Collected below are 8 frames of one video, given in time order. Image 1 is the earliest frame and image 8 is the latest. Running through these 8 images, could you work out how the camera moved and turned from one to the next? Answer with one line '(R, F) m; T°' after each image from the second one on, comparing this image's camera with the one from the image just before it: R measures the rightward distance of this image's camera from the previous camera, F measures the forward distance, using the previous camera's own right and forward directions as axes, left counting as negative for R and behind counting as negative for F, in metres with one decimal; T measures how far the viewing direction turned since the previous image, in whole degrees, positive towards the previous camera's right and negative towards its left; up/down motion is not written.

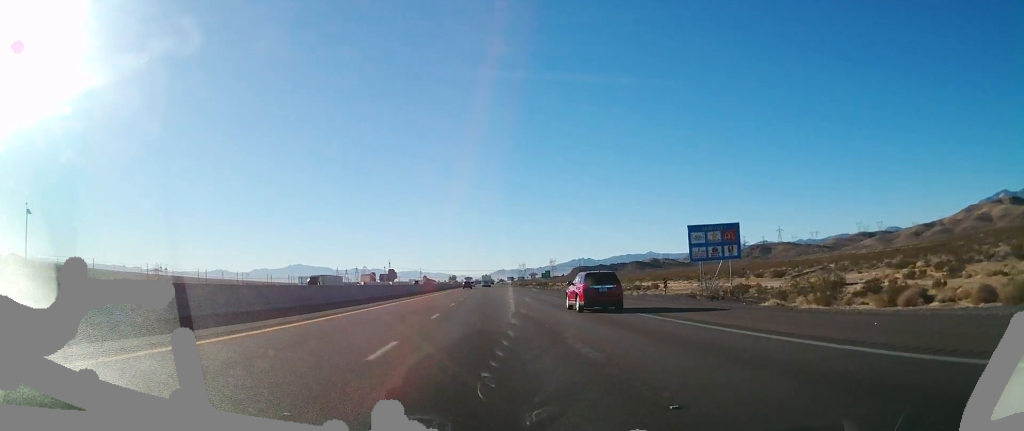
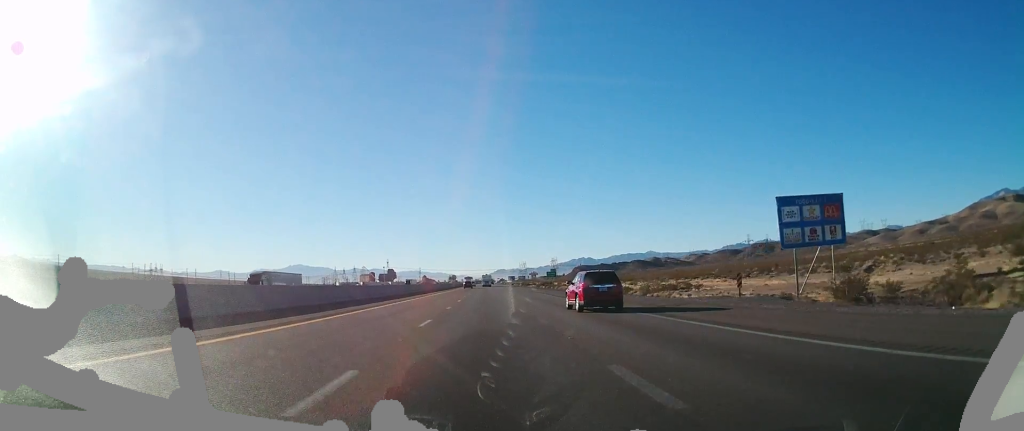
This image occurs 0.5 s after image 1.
(0.0, +16.6) m; 0°
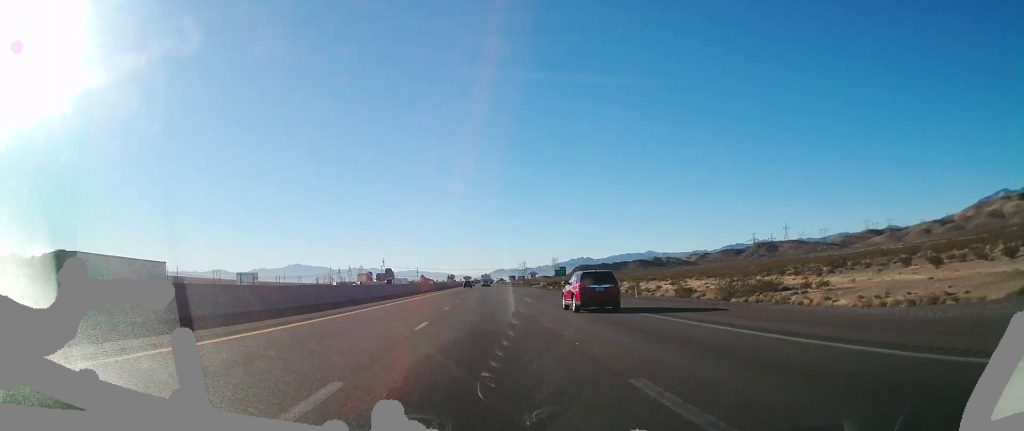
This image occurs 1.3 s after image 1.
(-0.1, +25.6) m; 0°
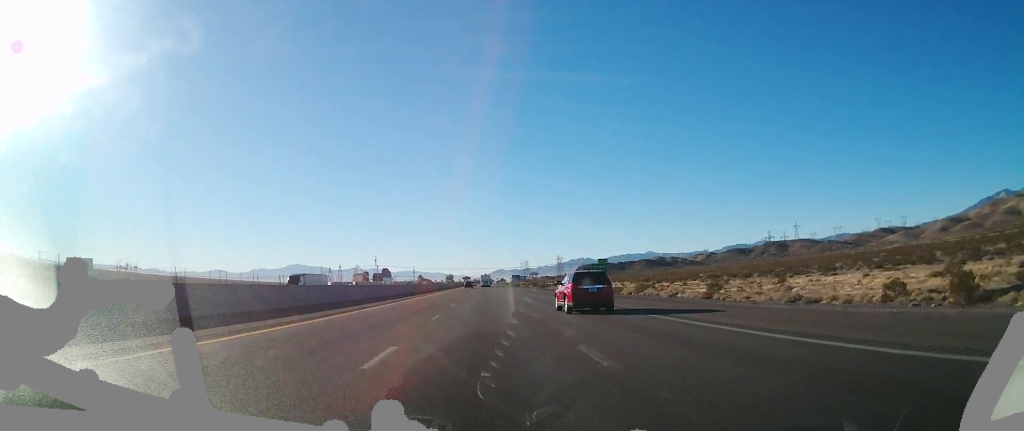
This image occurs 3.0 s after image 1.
(-0.6, +56.8) m; -1°
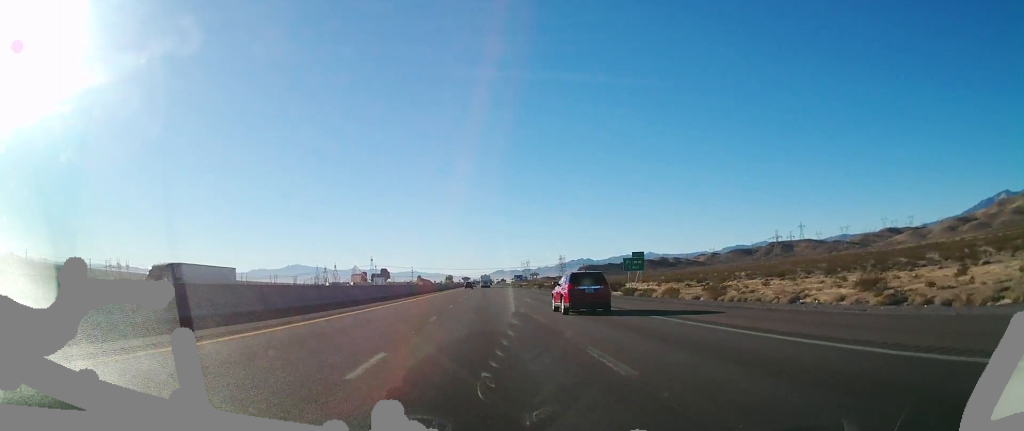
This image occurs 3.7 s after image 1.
(0.0, +25.6) m; +1°
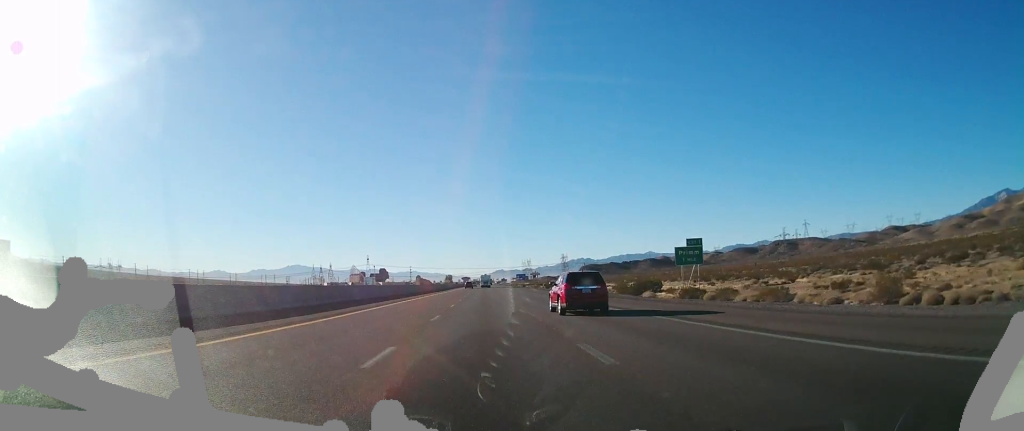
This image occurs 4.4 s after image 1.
(+0.2, +23.3) m; 0°
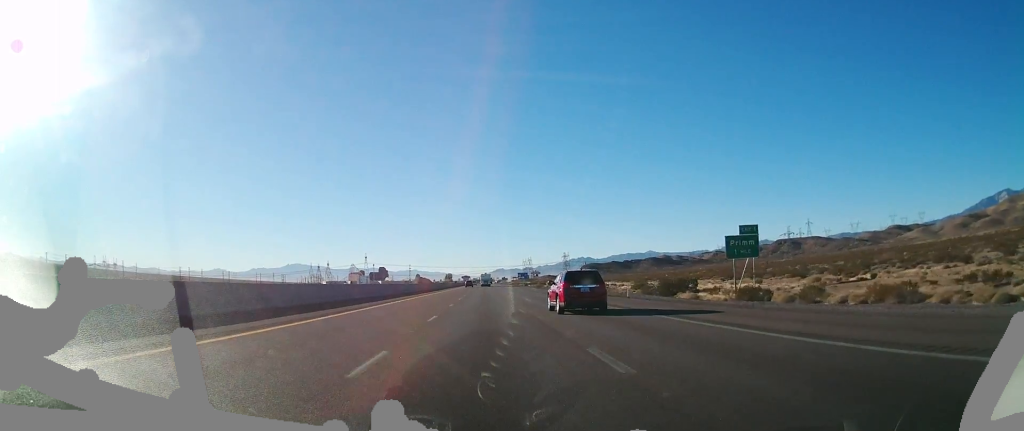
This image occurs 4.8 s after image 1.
(+0.2, +13.3) m; 0°
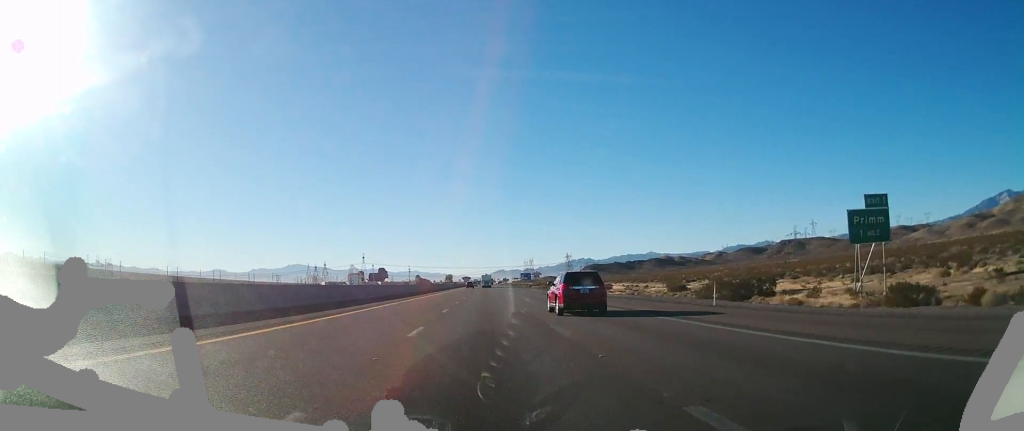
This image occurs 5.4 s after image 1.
(-0.1, +17.8) m; 0°
